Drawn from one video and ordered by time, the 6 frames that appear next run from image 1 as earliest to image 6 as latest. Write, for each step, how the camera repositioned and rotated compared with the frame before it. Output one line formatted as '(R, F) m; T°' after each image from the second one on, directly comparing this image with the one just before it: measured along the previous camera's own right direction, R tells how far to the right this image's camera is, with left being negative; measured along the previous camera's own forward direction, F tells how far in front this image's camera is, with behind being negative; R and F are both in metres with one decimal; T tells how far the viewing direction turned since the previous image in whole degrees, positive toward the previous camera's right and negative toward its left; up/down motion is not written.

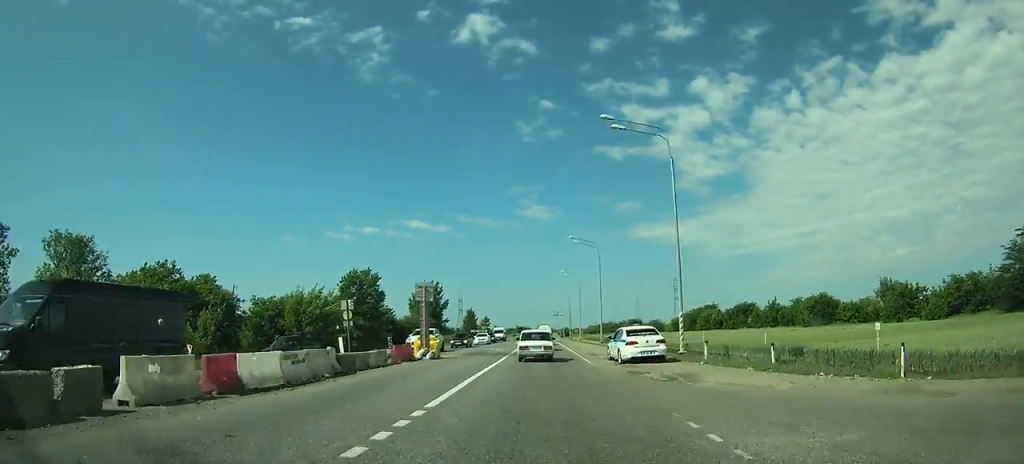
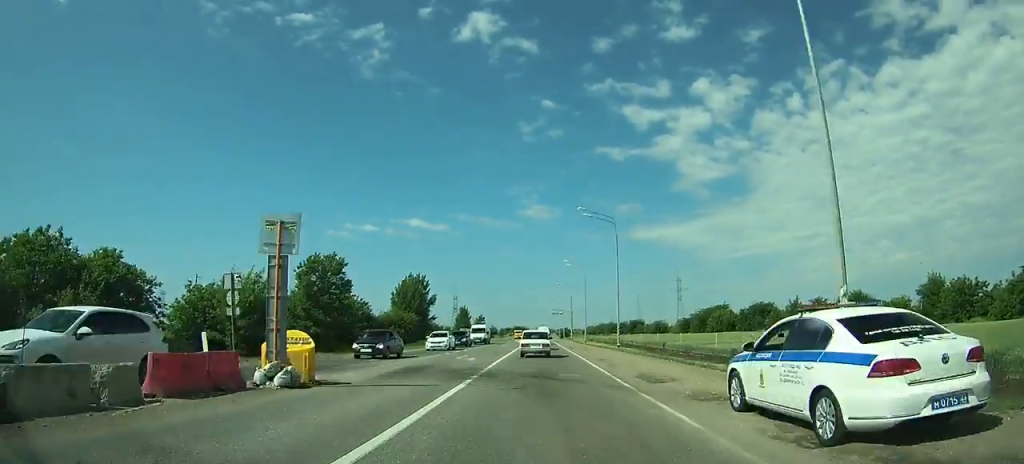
(0.0, +16.1) m; 0°
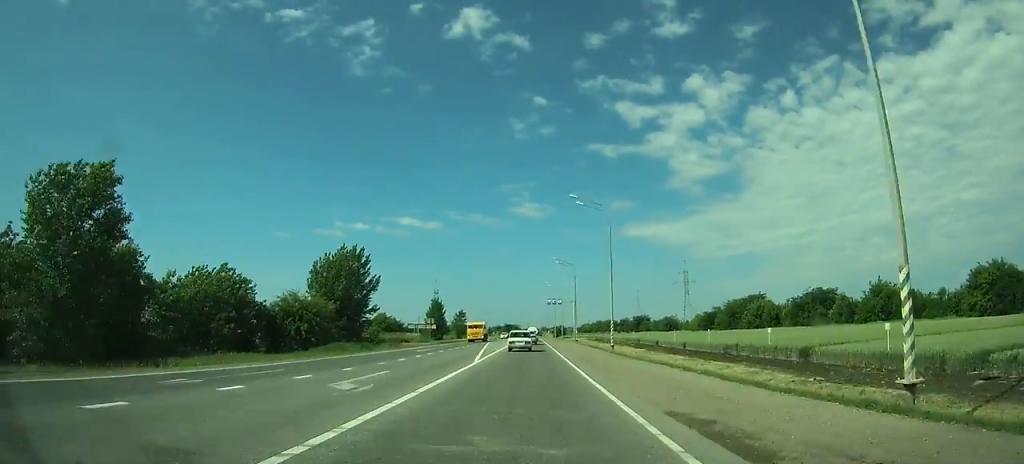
(+0.1, +46.2) m; 0°
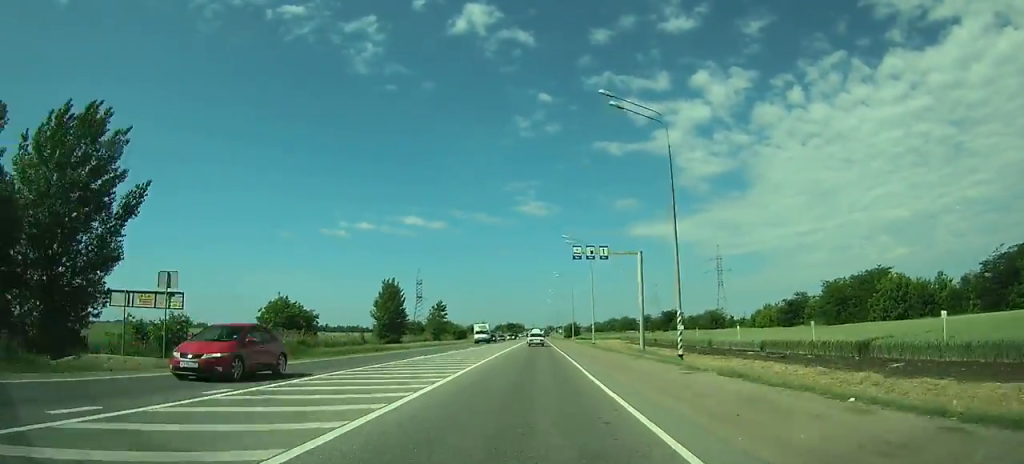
(-0.5, +67.1) m; -1°
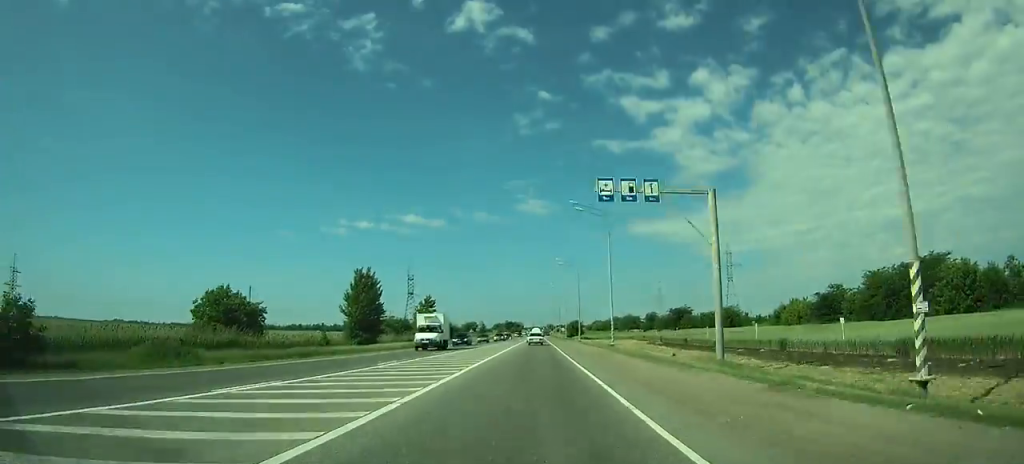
(0.0, +19.3) m; 0°
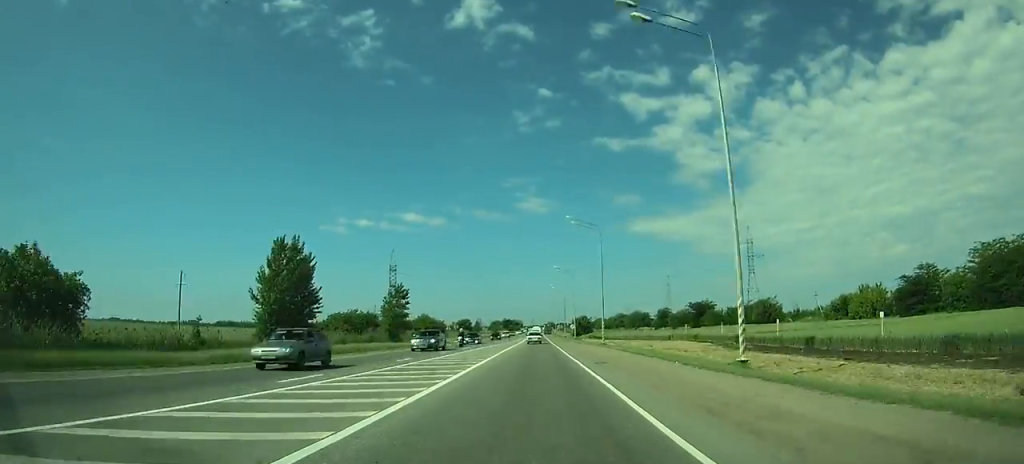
(0.0, +33.2) m; 0°
